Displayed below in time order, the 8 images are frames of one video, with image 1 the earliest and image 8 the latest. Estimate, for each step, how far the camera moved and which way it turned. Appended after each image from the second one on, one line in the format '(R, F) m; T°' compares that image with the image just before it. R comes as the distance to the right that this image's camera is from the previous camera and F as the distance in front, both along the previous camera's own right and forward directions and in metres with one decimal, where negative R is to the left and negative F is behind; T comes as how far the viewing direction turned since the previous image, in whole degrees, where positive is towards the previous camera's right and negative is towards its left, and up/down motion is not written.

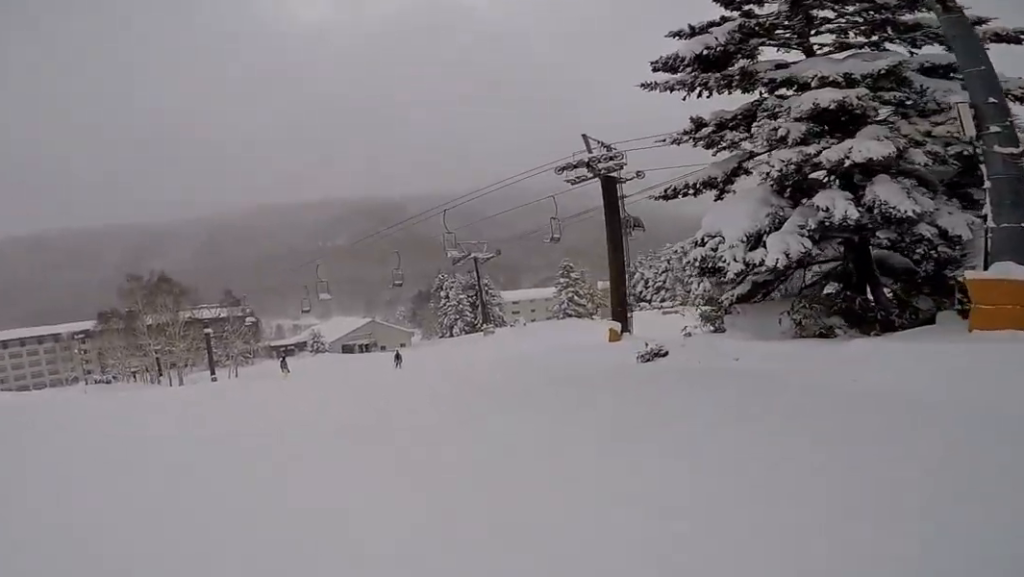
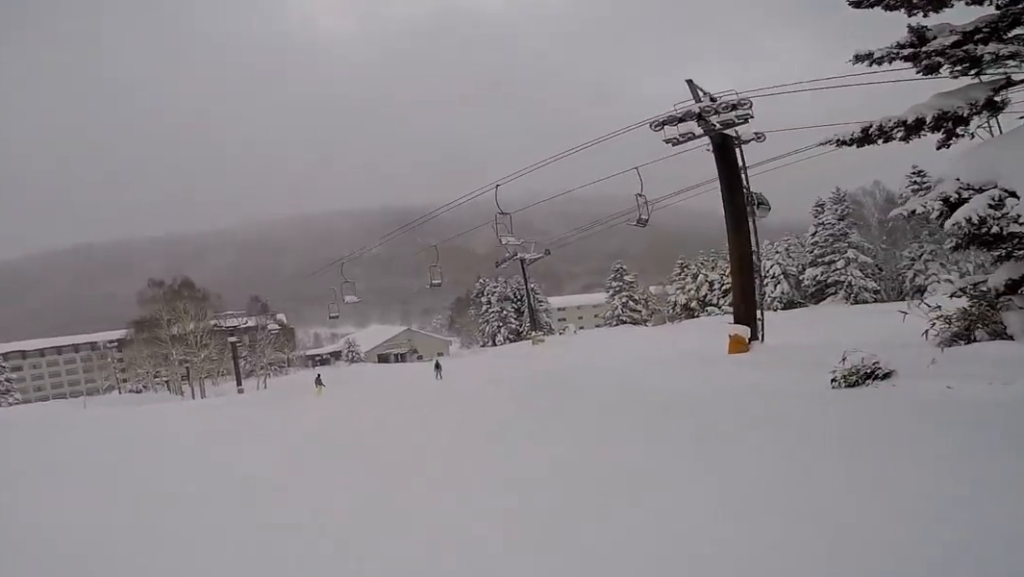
(+0.1, +5.4) m; +1°
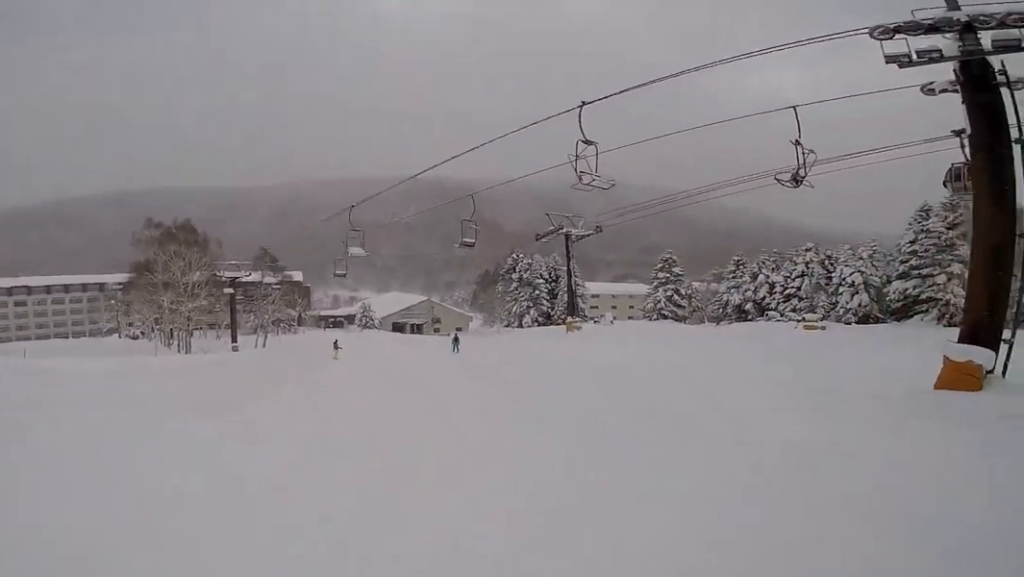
(0.0, +6.7) m; 0°
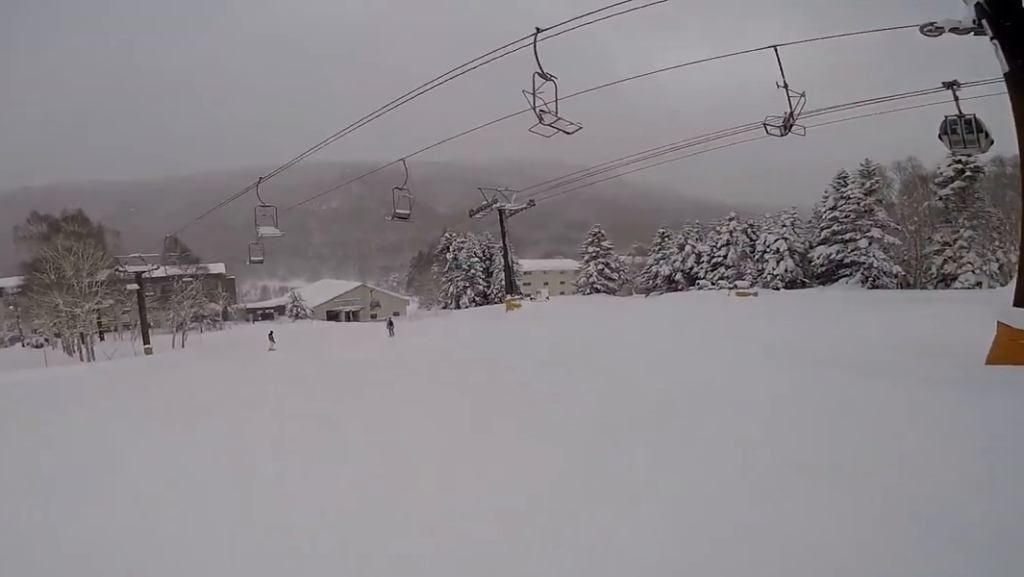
(0.0, +3.4) m; 0°
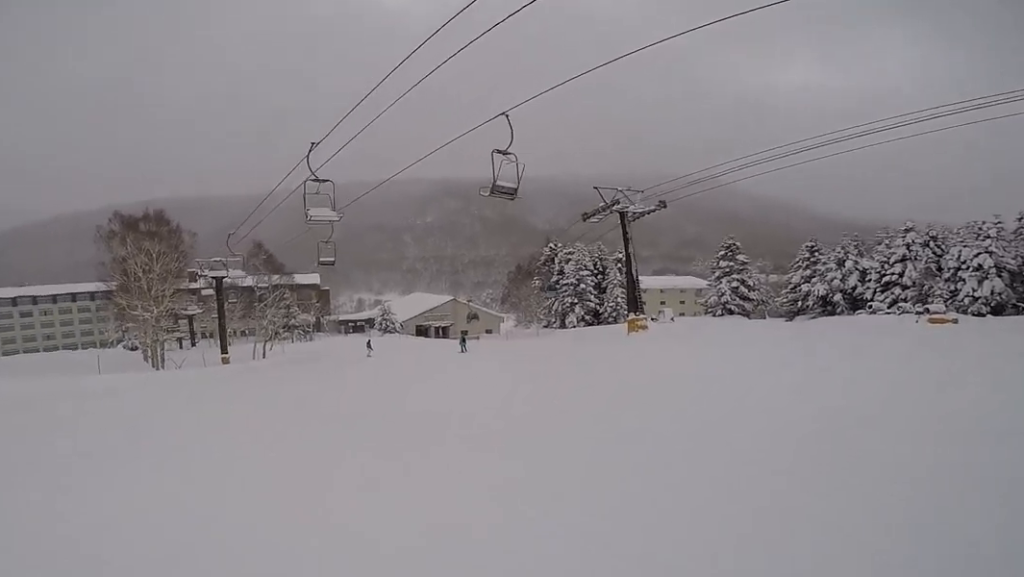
(0.0, +6.6) m; +1°
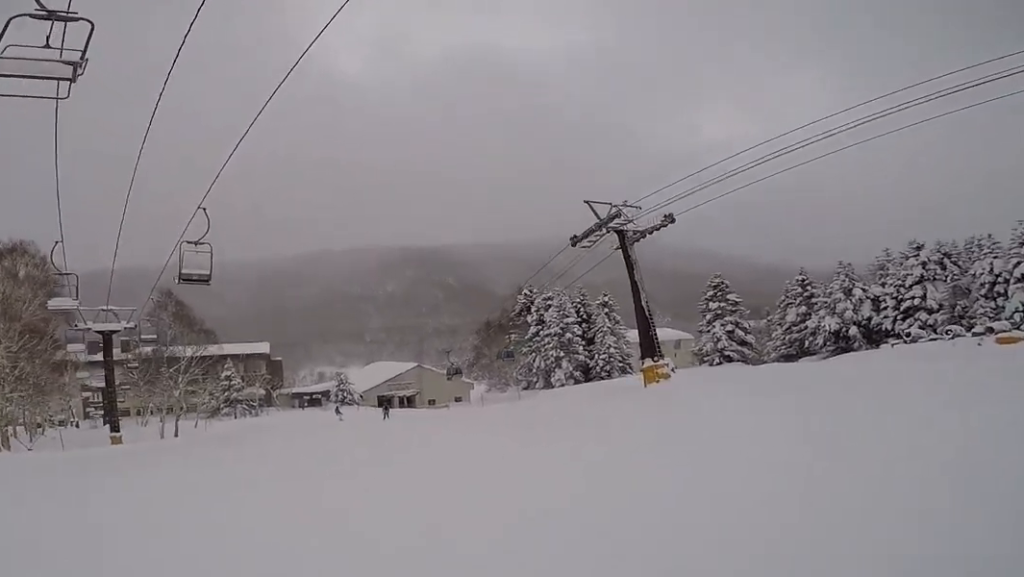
(+0.5, +11.0) m; -2°
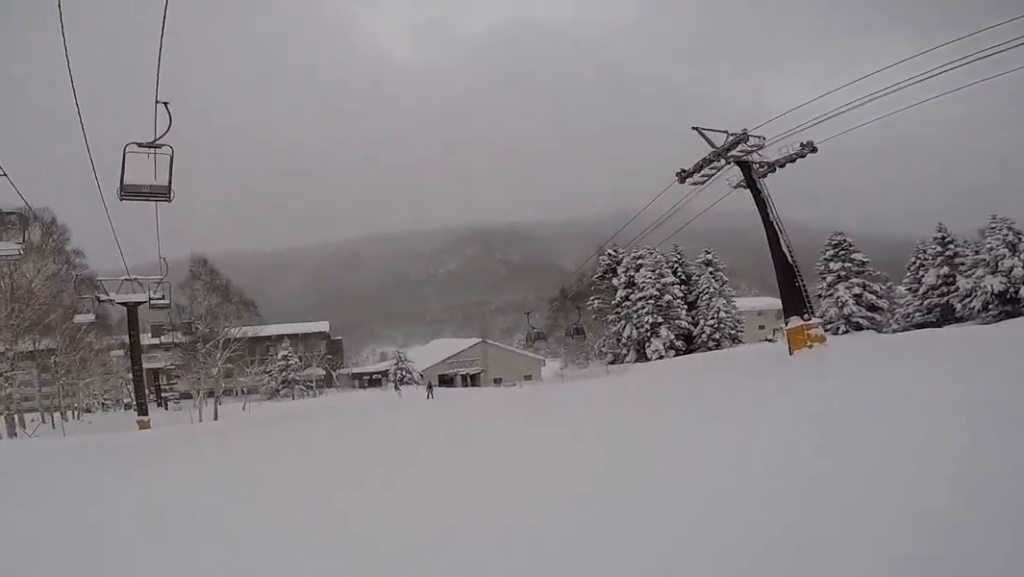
(-0.2, +6.0) m; -8°
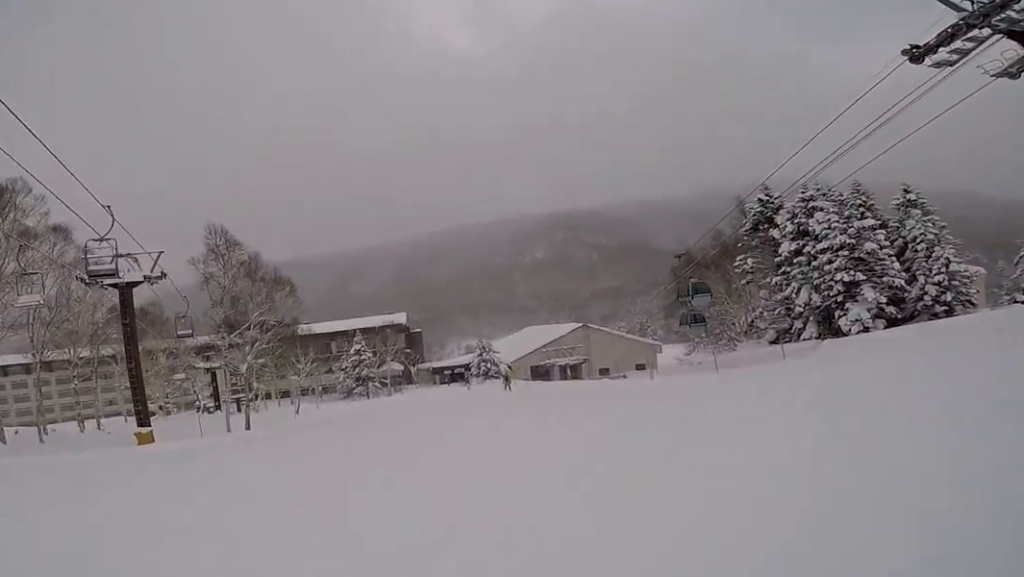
(-1.3, +9.6) m; -8°
